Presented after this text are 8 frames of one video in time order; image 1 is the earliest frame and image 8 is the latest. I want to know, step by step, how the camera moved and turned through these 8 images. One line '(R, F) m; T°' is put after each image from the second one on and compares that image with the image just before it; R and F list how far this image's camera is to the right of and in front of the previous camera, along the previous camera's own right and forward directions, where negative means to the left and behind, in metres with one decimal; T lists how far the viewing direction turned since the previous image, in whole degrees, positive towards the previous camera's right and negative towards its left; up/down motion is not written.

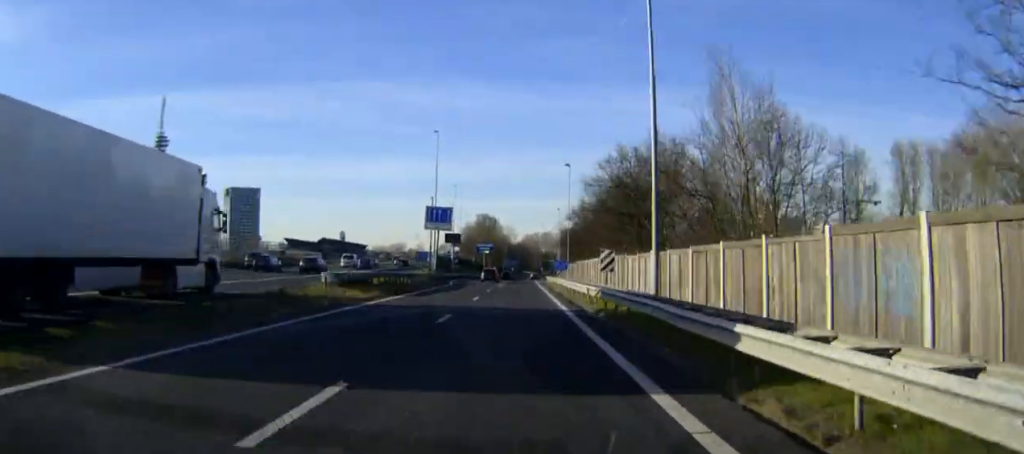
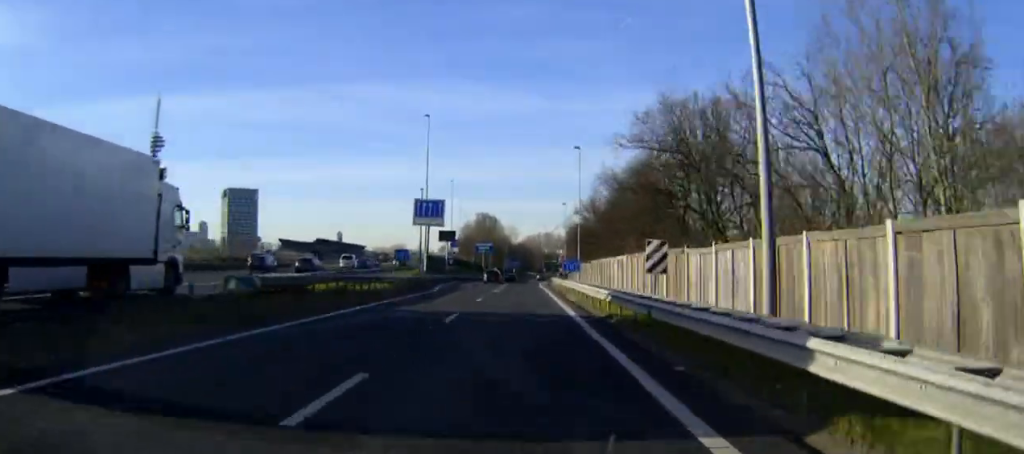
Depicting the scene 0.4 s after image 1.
(+0.3, +11.4) m; 0°
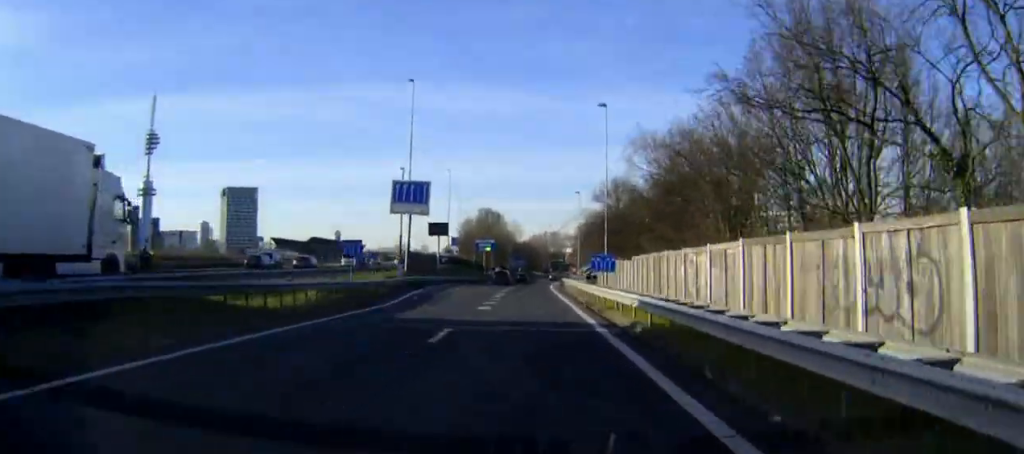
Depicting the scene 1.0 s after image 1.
(-1.4, +16.9) m; -4°
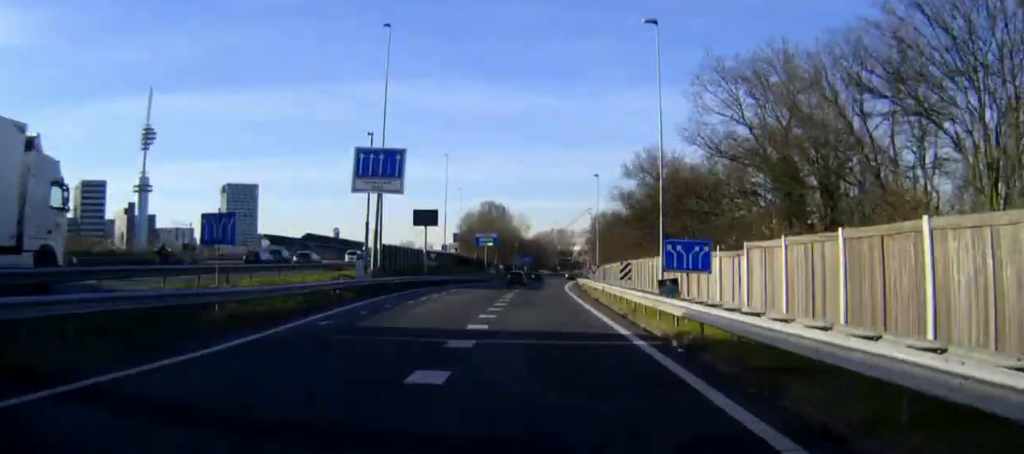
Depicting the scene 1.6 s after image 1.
(-0.5, +16.8) m; -2°
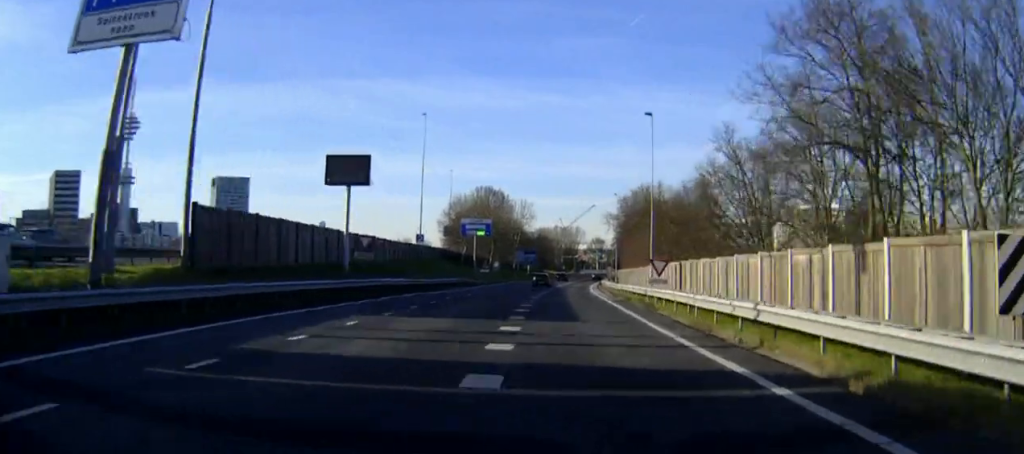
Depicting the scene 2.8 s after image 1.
(-0.2, +32.0) m; 0°
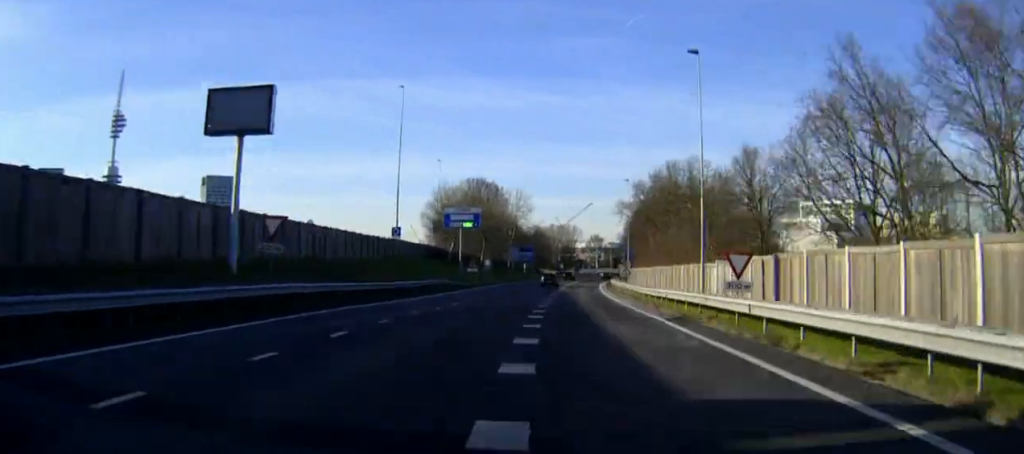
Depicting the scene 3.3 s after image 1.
(0.0, +14.2) m; 0°
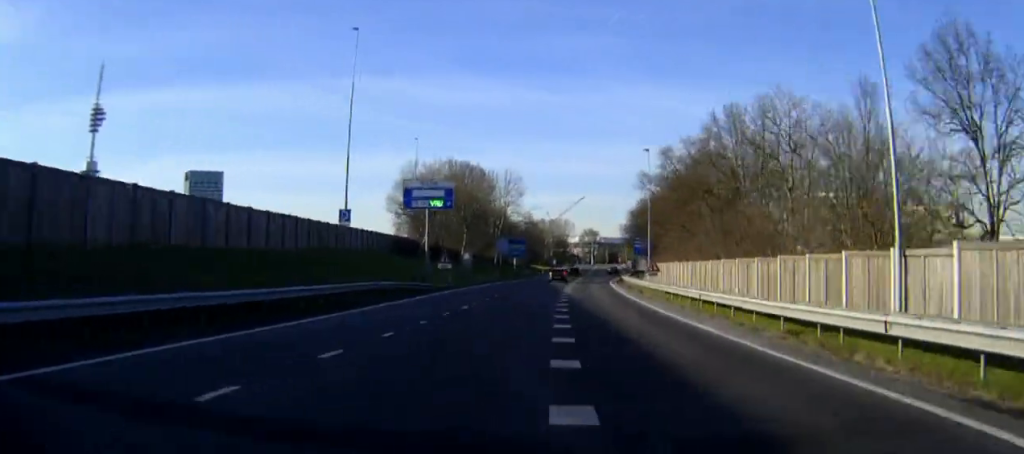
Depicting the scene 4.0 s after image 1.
(+0.1, +19.5) m; +1°
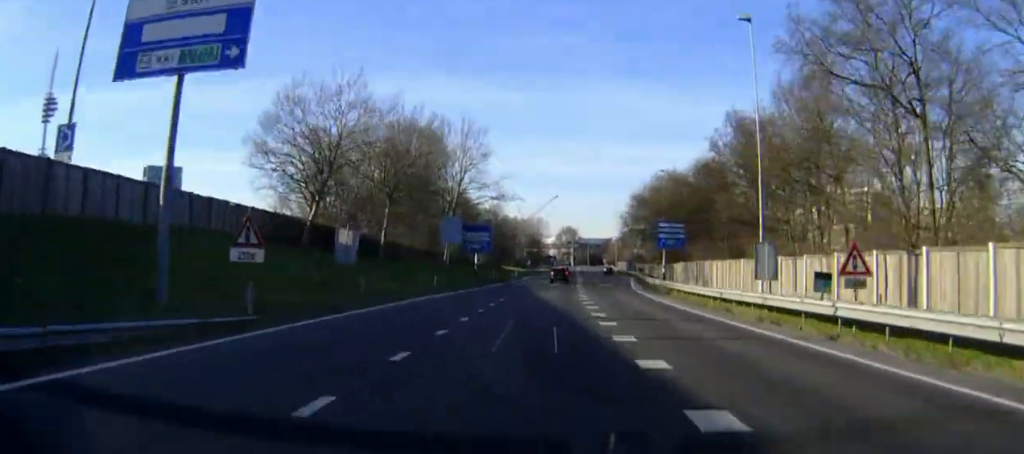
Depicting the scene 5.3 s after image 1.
(+0.6, +35.2) m; +2°
